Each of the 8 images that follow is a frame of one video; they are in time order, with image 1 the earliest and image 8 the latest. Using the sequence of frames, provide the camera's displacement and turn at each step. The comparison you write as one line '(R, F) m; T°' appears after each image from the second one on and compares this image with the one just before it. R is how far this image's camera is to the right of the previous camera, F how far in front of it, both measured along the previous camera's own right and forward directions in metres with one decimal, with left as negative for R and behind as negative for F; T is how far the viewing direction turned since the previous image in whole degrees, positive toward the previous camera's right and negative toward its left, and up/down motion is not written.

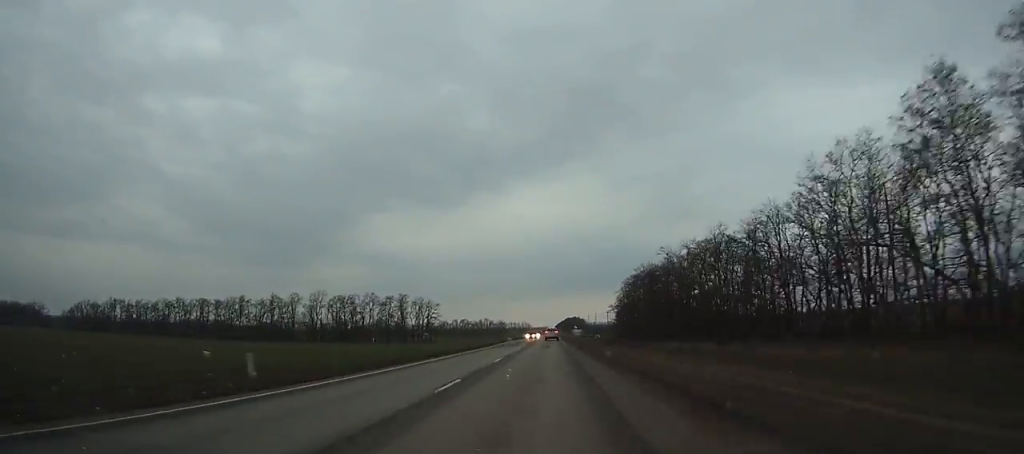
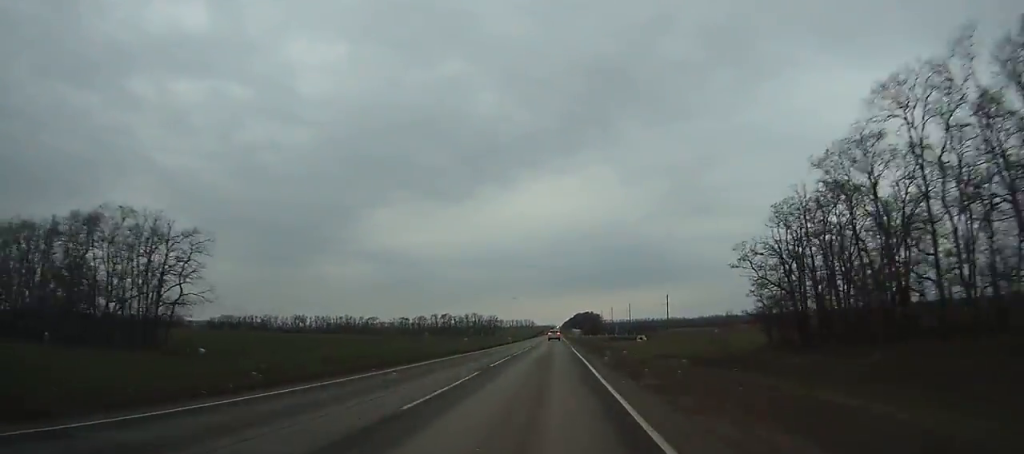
(-0.7, +135.0) m; -1°
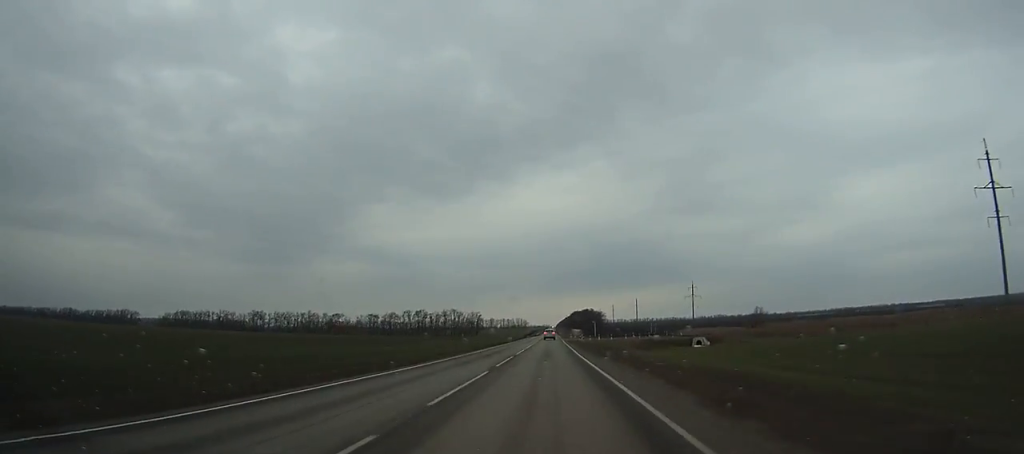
(-0.2, +71.3) m; 0°
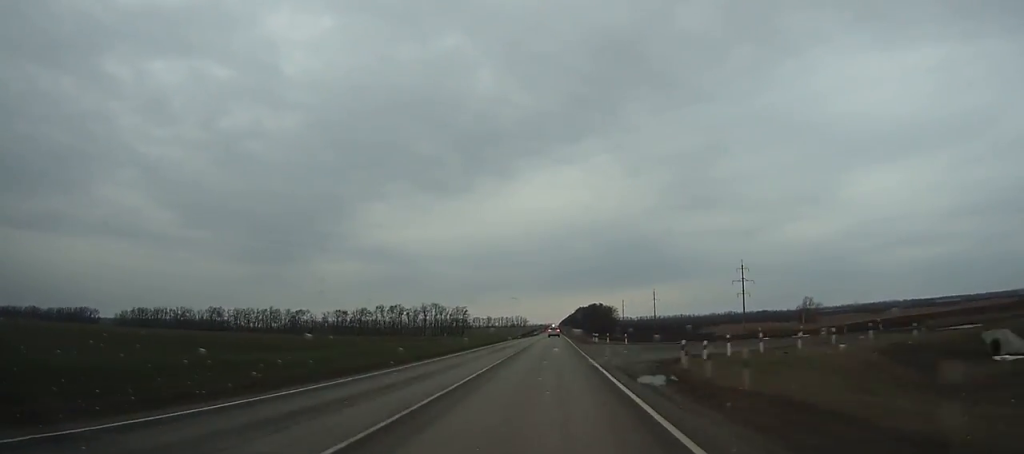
(0.0, +67.1) m; 0°
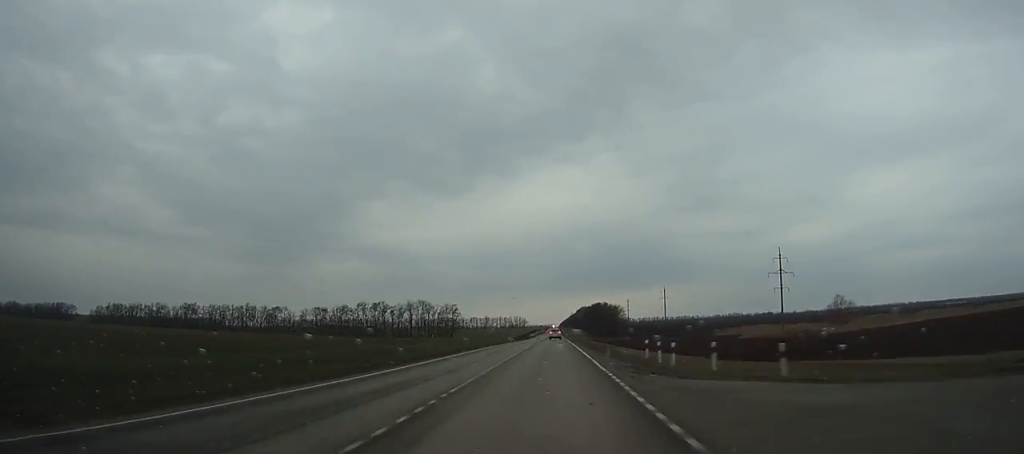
(-0.1, +32.5) m; 0°
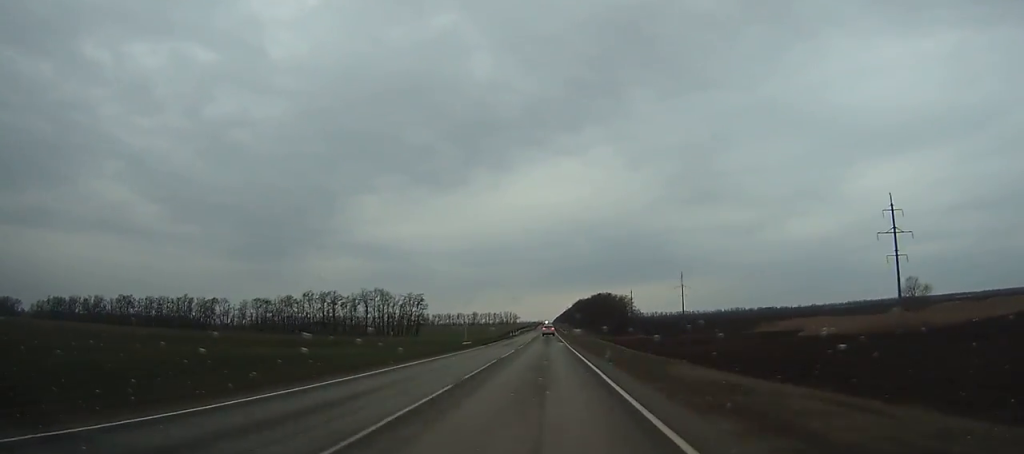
(+0.1, +59.9) m; 0°
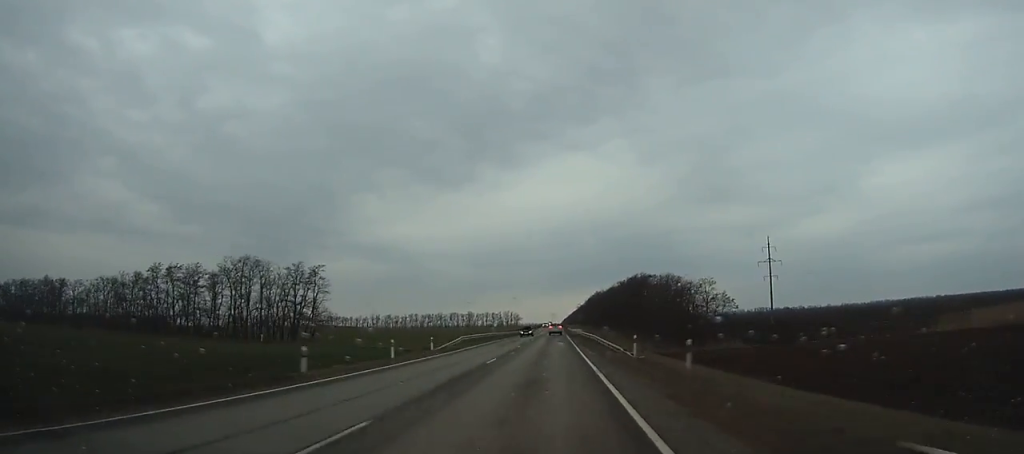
(+0.5, +101.9) m; 0°
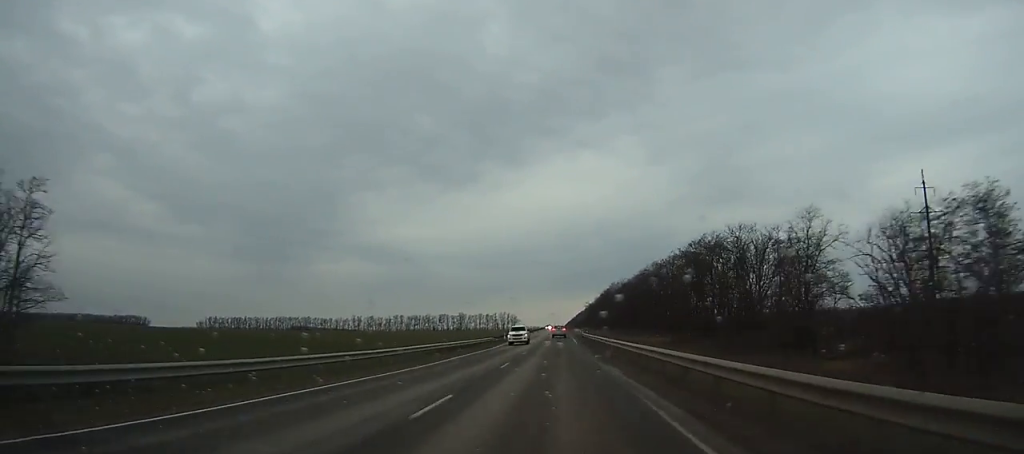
(-0.1, +73.5) m; 0°
